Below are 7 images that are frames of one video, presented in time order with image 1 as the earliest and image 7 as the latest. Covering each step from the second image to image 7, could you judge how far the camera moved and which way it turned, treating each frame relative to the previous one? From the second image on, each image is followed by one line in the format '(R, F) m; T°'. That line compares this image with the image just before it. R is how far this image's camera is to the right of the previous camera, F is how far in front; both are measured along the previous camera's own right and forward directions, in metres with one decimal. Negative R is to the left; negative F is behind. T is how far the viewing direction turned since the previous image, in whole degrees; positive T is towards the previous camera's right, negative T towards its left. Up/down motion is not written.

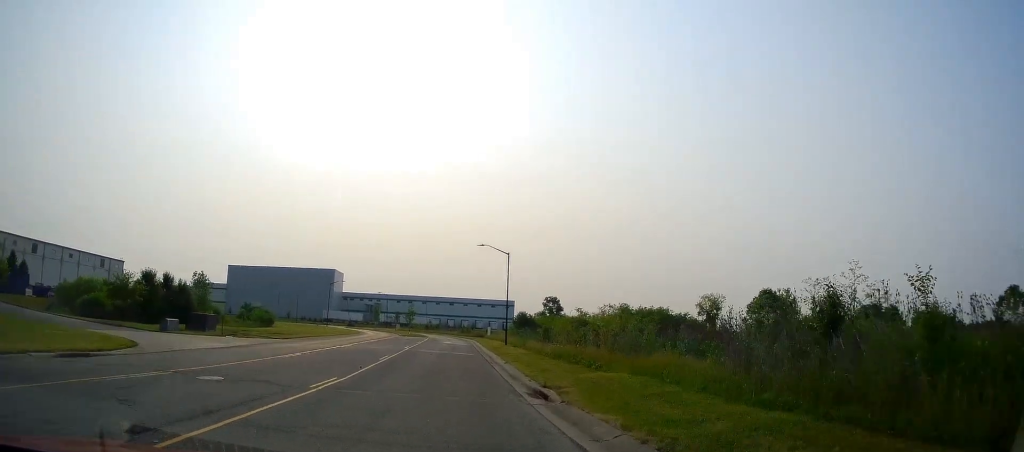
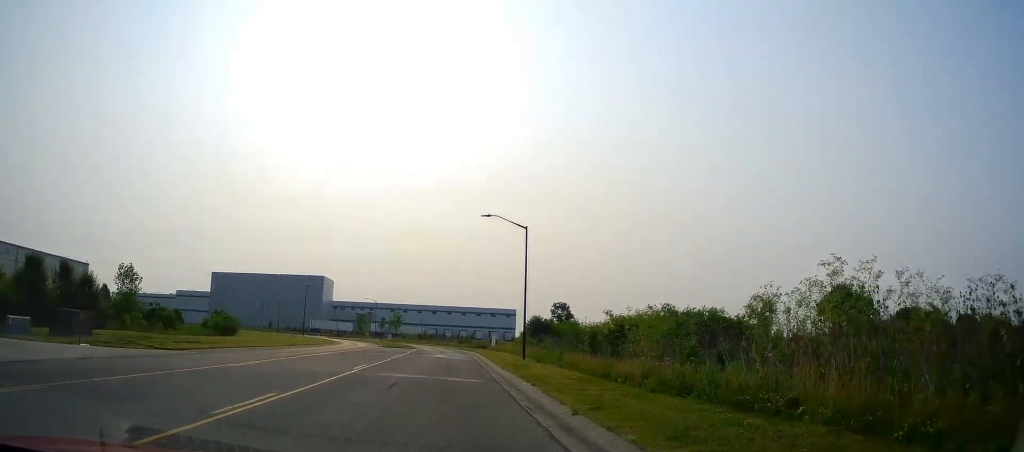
(-0.3, +16.8) m; 0°
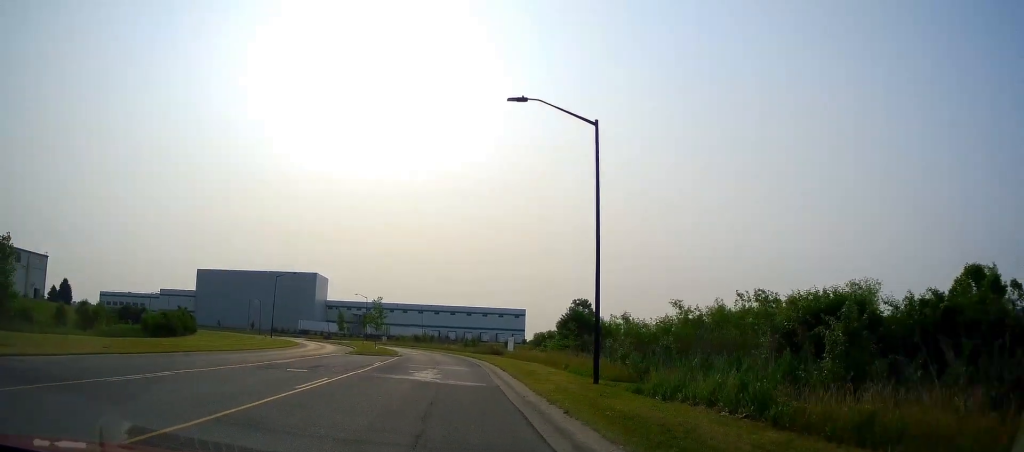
(+0.3, +19.0) m; 0°
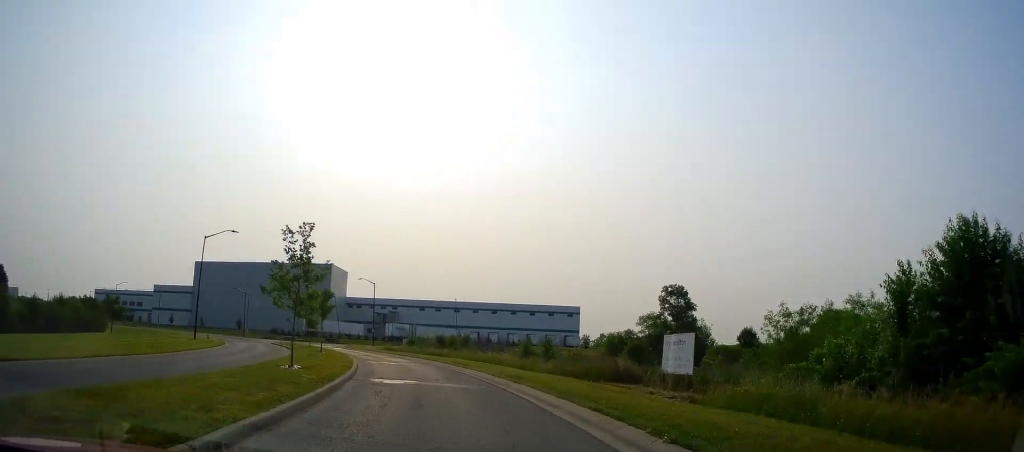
(-1.2, +33.7) m; -3°
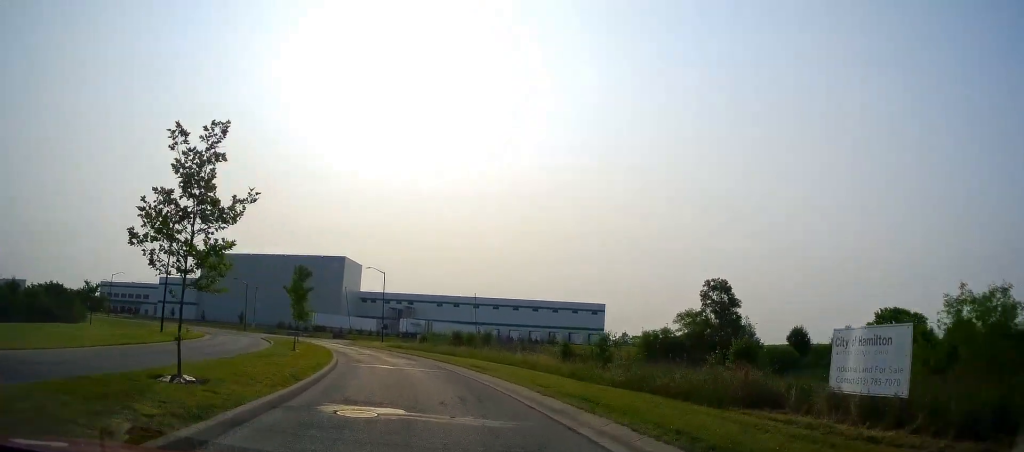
(0.0, +8.5) m; -3°
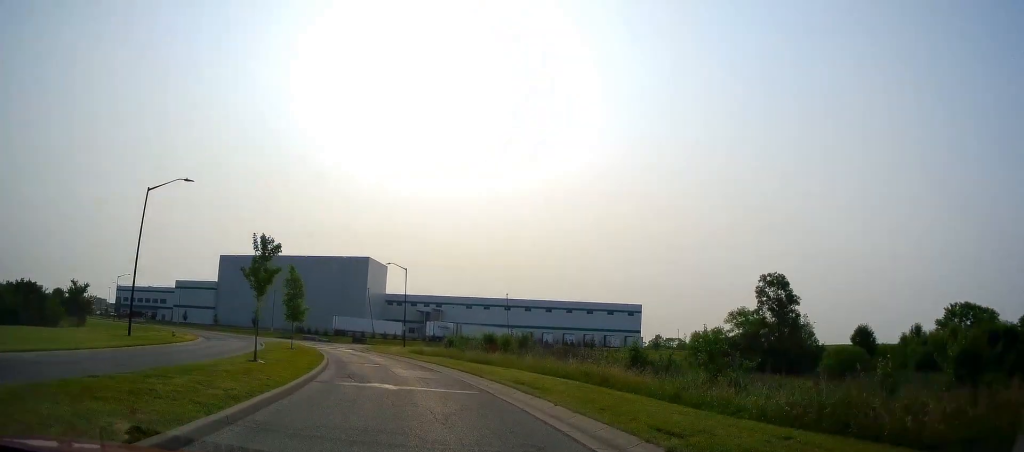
(+0.1, +7.9) m; -3°
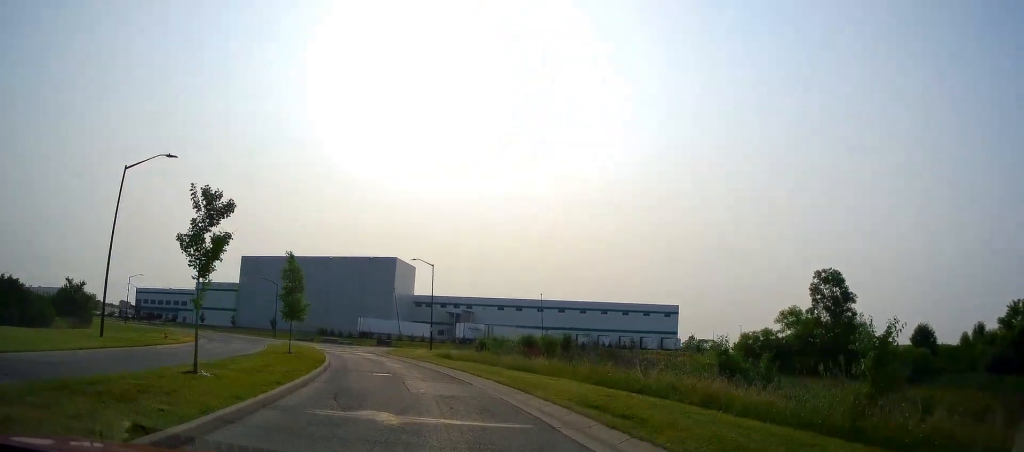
(-0.5, +5.8) m; -3°
